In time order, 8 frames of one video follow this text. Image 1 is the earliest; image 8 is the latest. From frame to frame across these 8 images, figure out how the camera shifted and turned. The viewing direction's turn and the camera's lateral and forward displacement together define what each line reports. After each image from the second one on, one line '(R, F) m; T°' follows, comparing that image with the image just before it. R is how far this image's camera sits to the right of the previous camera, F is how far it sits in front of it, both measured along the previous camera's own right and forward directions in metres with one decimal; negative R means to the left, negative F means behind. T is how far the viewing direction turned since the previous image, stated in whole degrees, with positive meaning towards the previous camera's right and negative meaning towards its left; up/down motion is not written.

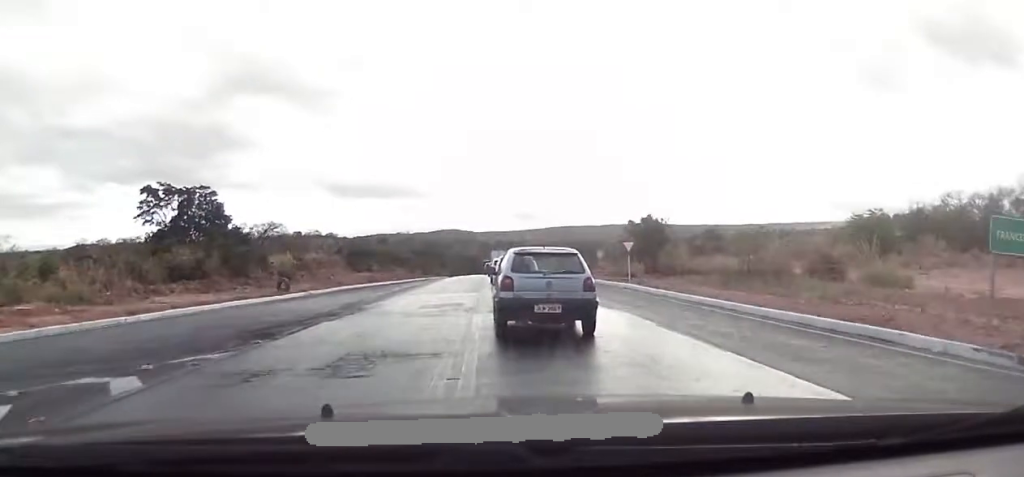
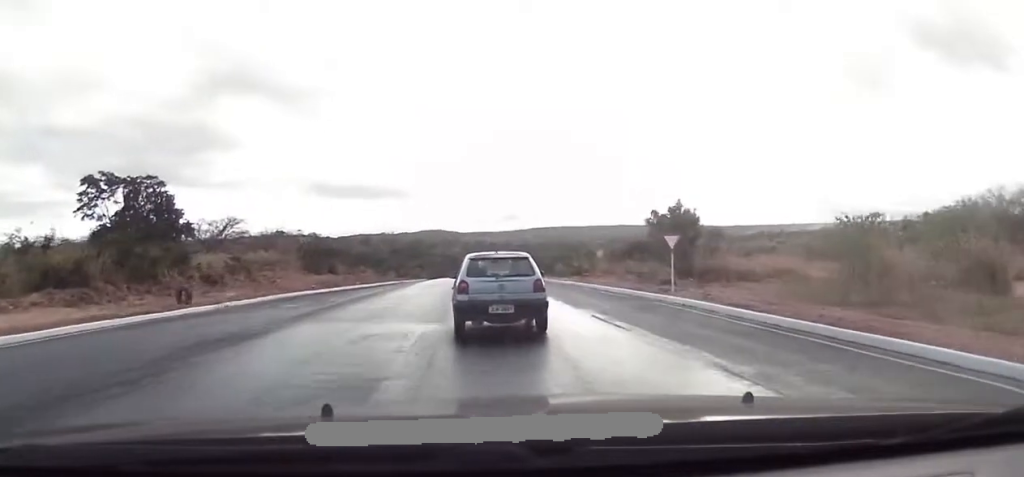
(0.0, +13.1) m; +2°
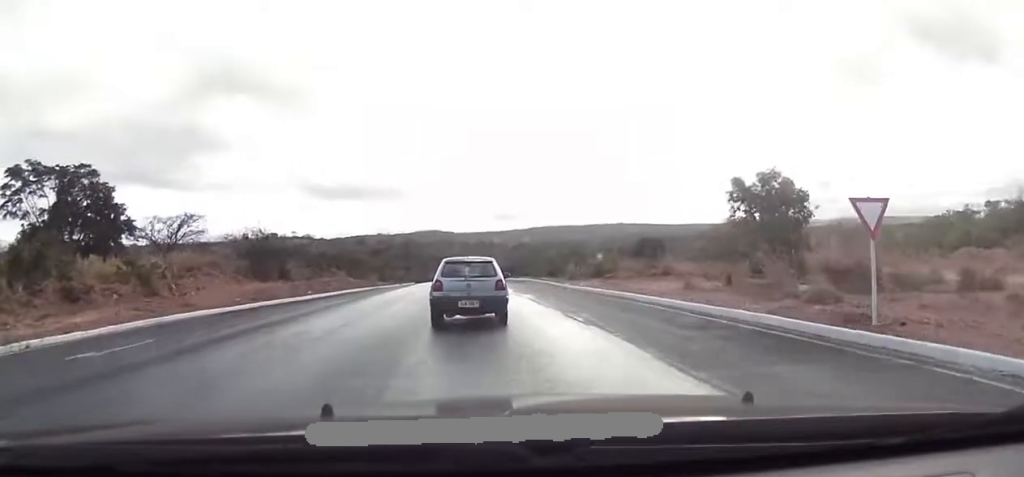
(+0.2, +15.9) m; -1°
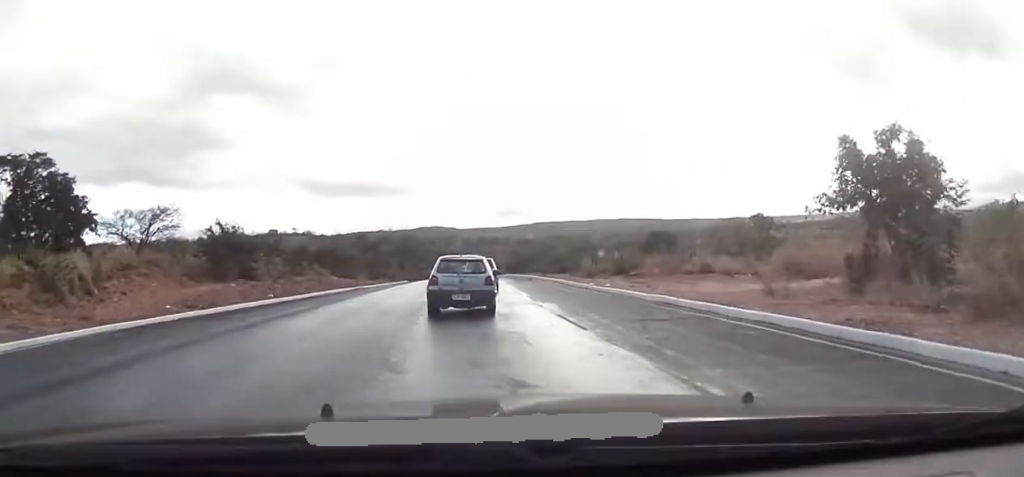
(-0.2, +9.0) m; 0°
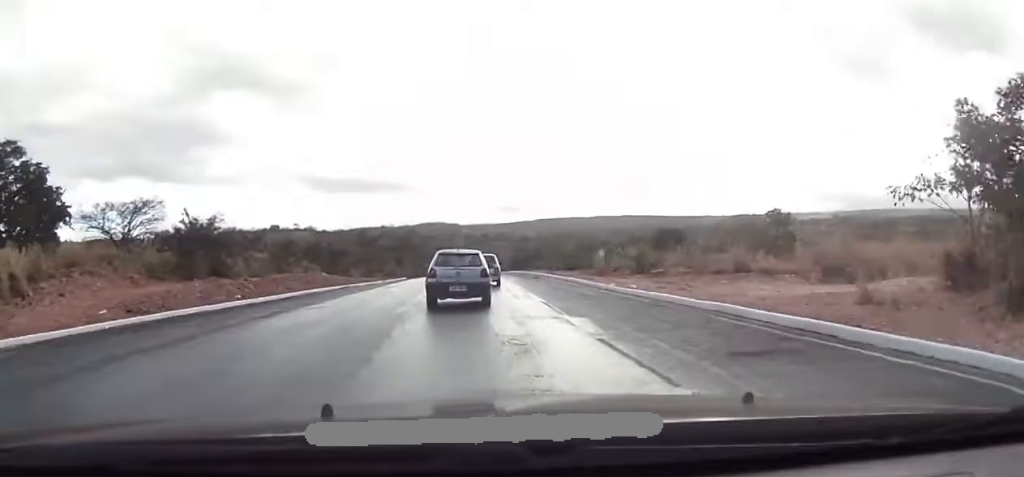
(+0.2, +5.4) m; +2°
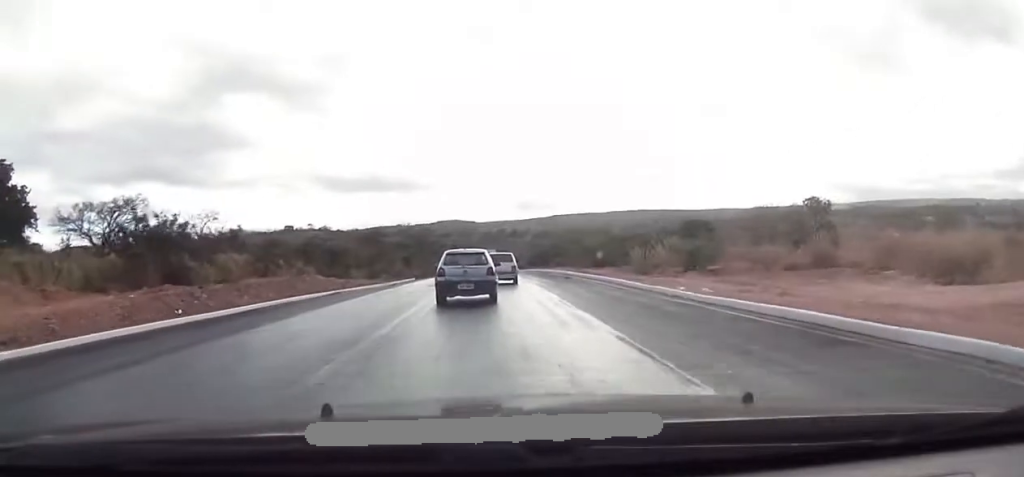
(0.0, +8.1) m; -1°
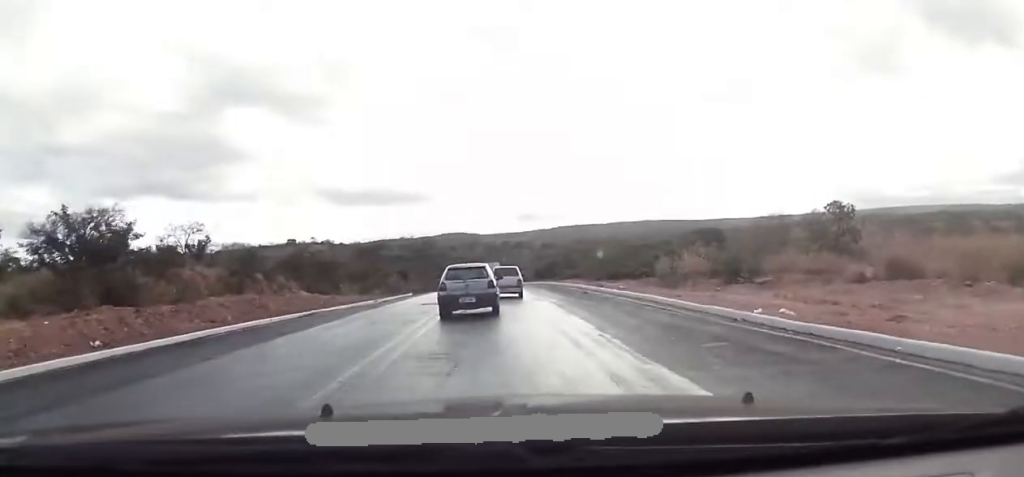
(0.0, +6.0) m; -1°
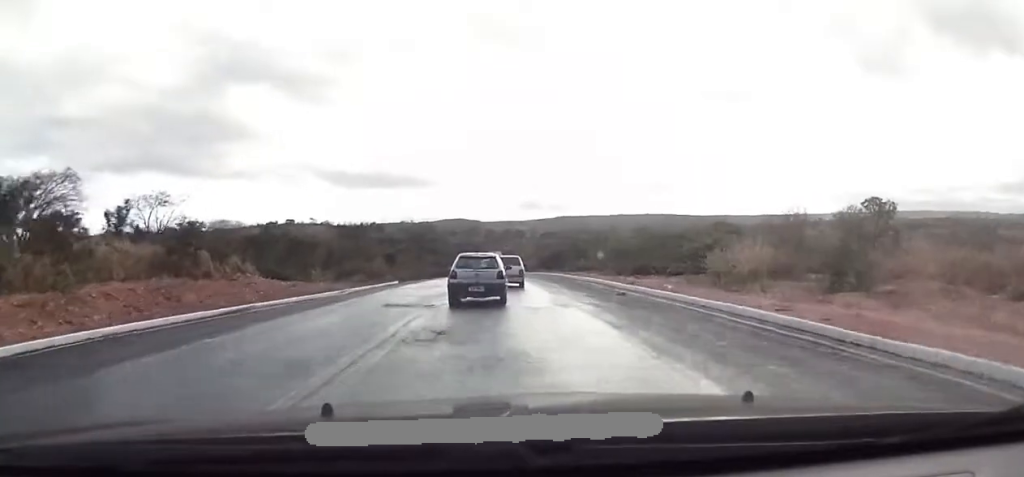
(-0.2, +9.9) m; -2°
